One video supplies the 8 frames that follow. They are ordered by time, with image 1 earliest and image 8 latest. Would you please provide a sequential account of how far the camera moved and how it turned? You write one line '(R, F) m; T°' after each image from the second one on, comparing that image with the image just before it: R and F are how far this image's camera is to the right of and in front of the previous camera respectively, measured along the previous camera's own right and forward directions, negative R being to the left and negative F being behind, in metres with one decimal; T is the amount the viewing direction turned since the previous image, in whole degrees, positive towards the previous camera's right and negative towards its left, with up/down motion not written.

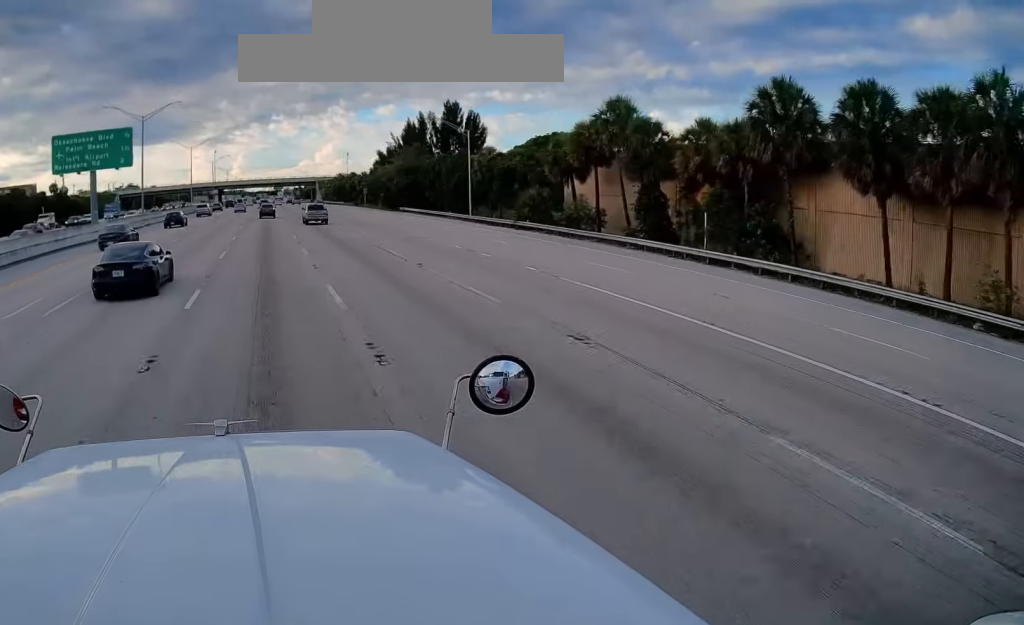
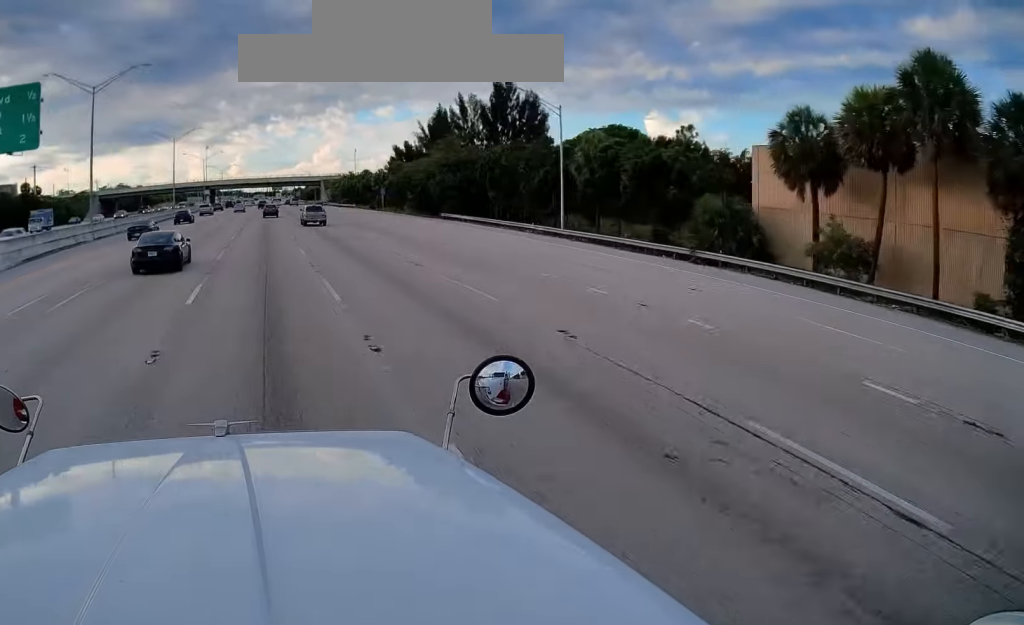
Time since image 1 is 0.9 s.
(0.0, +25.2) m; 0°
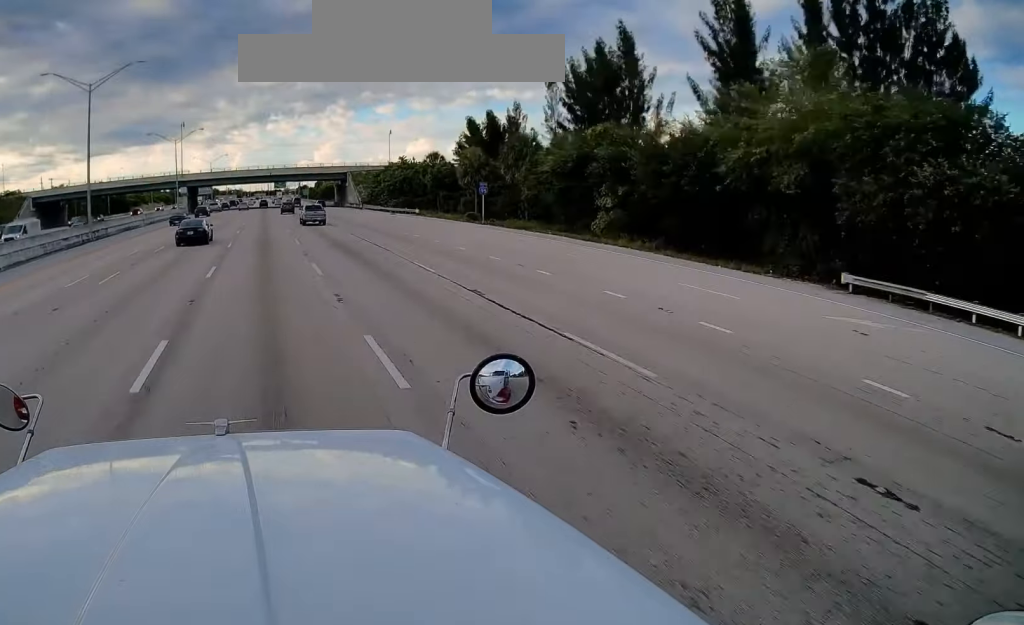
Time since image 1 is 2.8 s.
(+0.4, +56.1) m; 0°
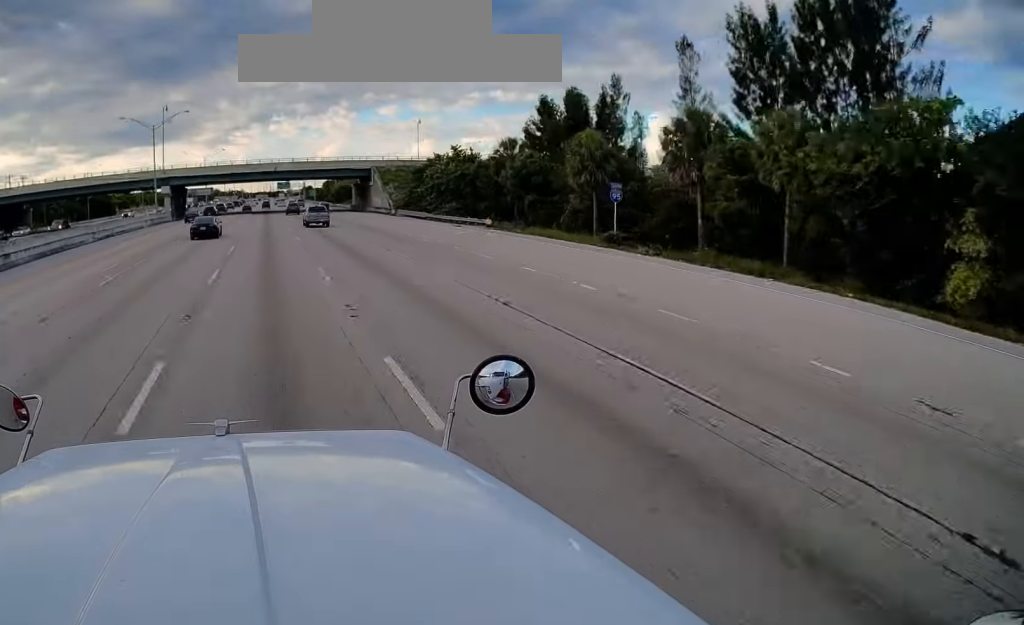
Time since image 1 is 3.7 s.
(-0.2, +27.0) m; 0°
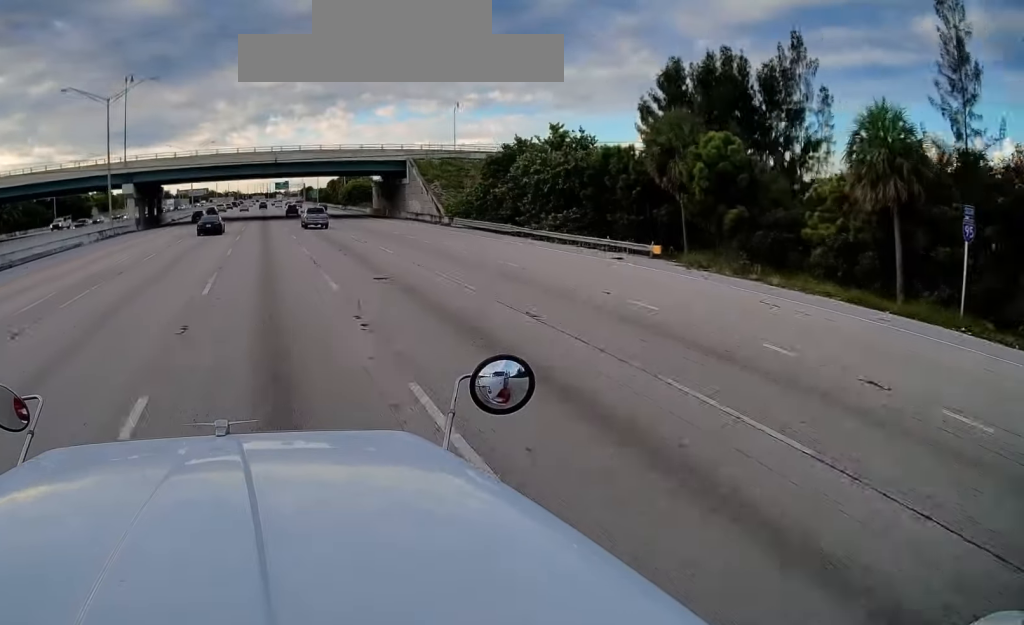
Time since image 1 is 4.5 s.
(+0.3, +26.8) m; 0°
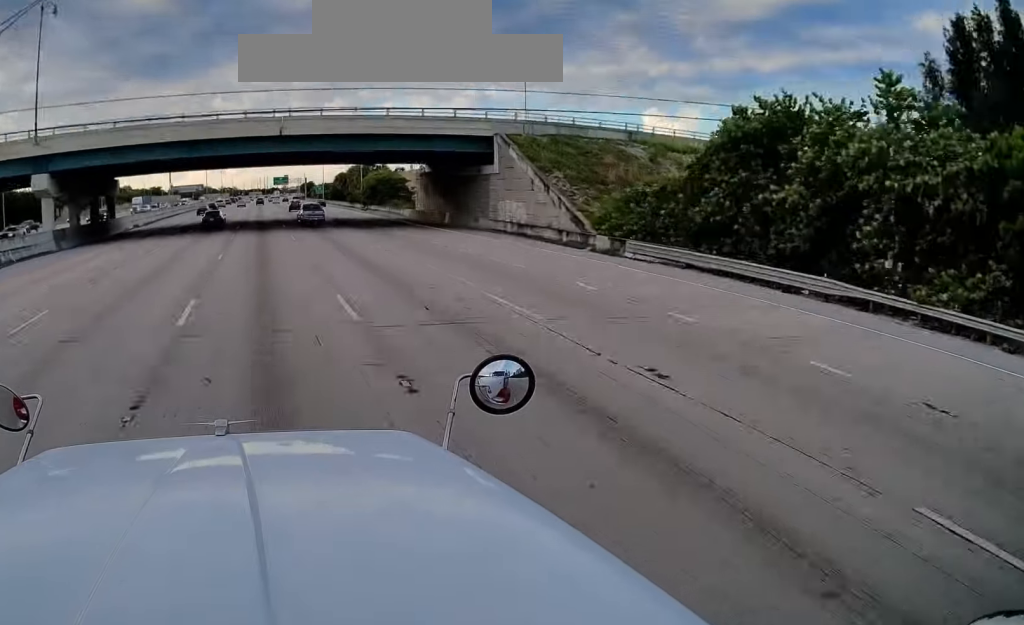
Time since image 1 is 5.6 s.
(-0.2, +33.1) m; 0°
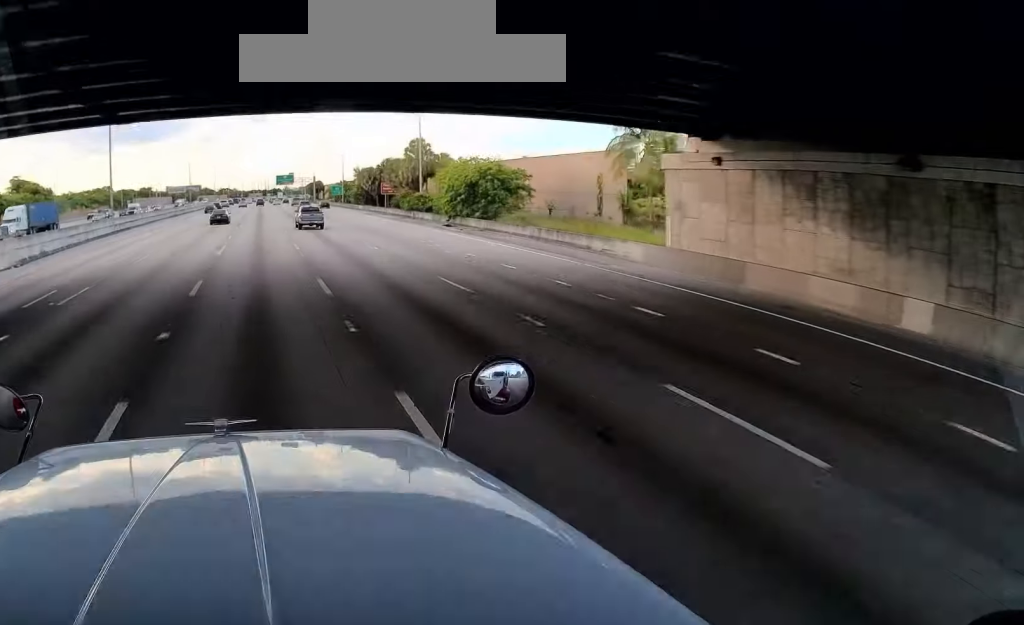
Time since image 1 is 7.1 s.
(+0.3, +50.6) m; +1°
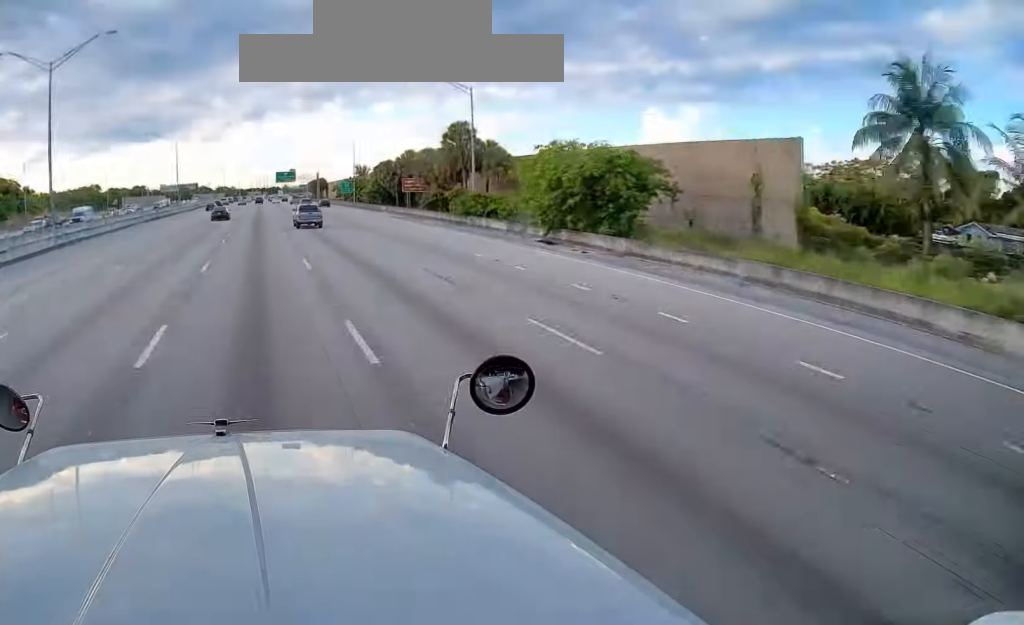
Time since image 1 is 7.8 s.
(0.0, +20.1) m; 0°
